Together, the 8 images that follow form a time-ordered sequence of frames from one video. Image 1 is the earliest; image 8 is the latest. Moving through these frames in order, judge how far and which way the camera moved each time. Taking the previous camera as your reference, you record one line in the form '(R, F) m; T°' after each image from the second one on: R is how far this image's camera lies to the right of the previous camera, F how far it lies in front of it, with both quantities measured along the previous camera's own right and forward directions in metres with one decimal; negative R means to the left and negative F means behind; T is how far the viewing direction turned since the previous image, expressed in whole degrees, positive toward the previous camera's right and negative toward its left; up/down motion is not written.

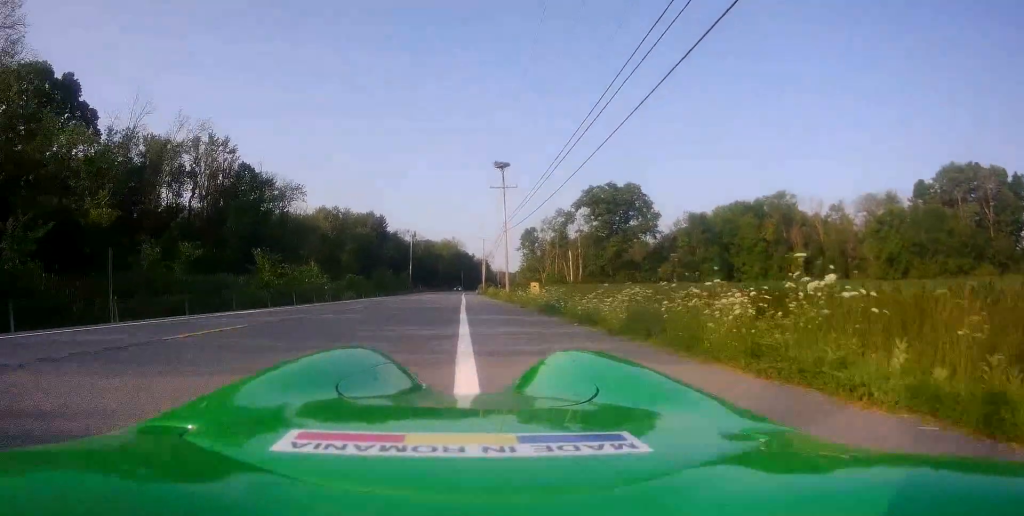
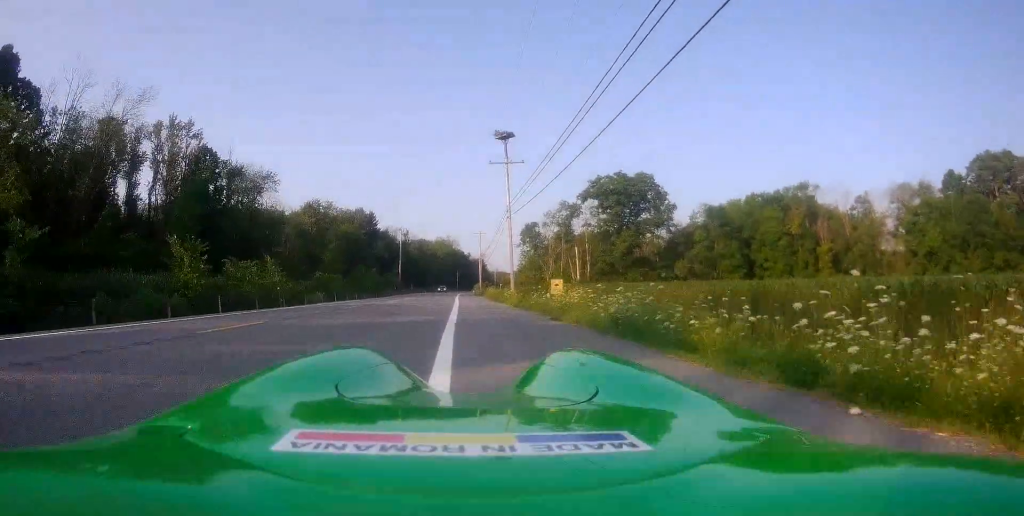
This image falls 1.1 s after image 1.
(-0.1, +10.8) m; 0°
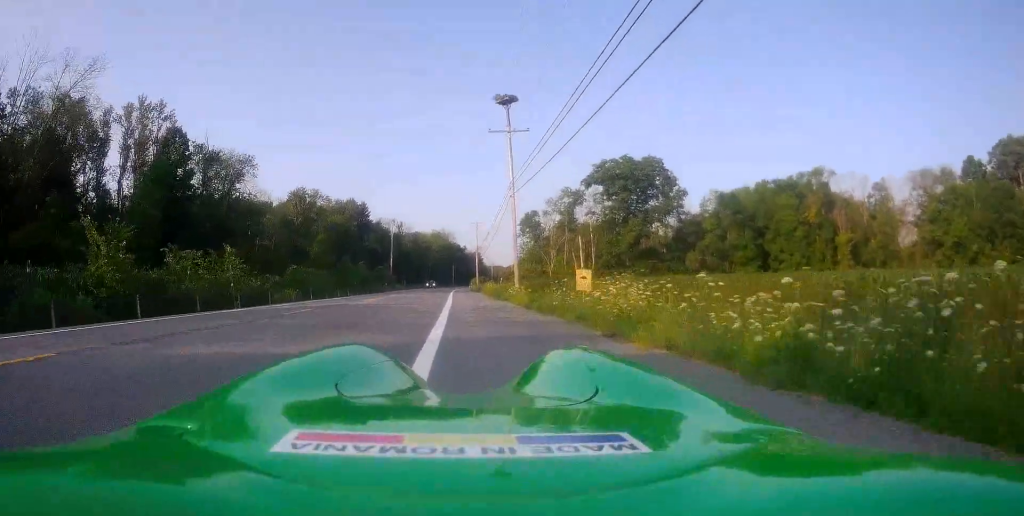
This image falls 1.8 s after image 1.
(+0.1, +6.6) m; 0°
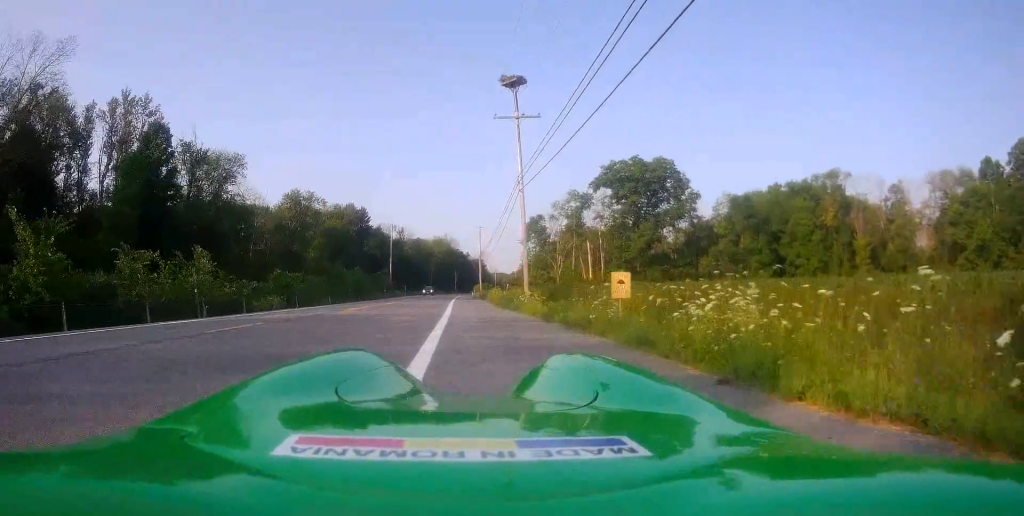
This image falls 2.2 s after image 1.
(+0.1, +4.1) m; 0°
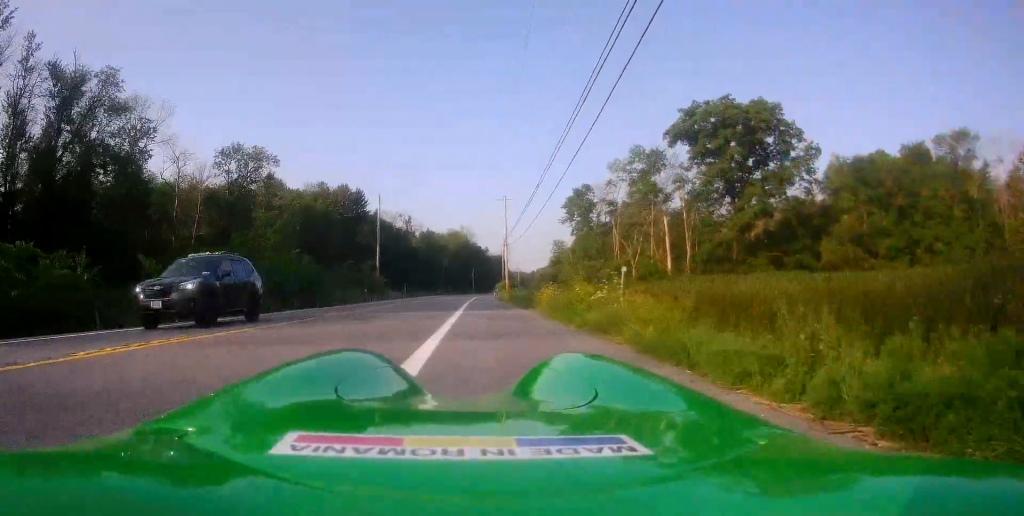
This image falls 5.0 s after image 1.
(-1.0, +28.0) m; -2°
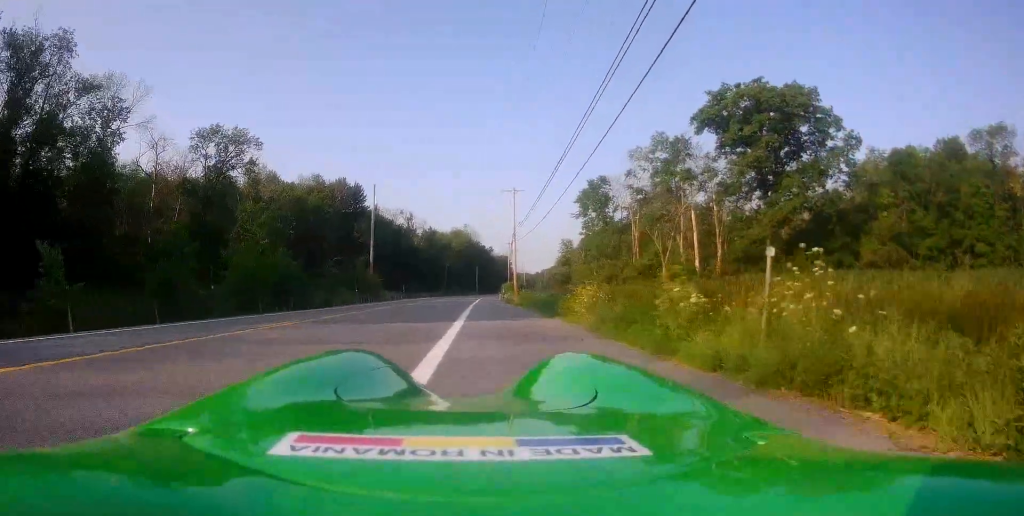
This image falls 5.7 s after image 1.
(+0.1, +6.5) m; +1°
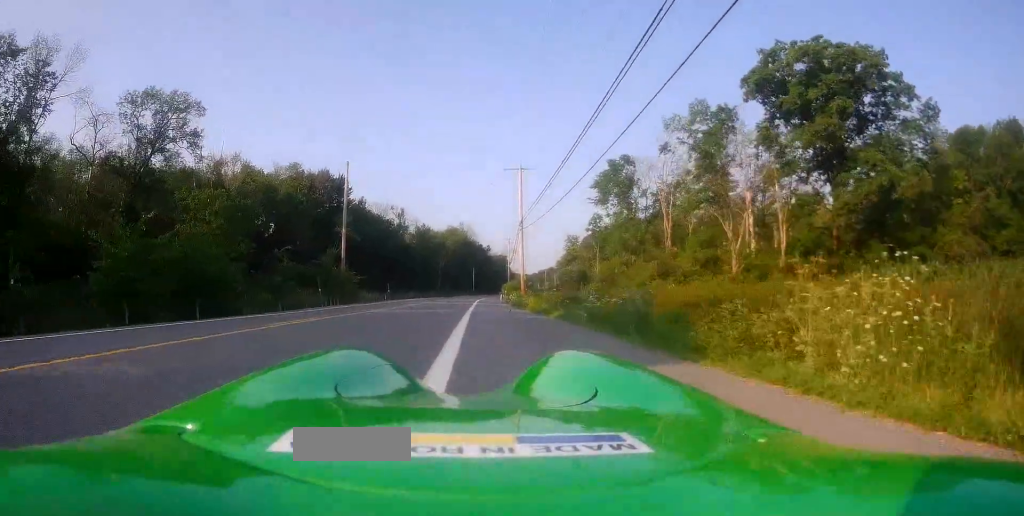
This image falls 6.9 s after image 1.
(0.0, +11.9) m; -1°
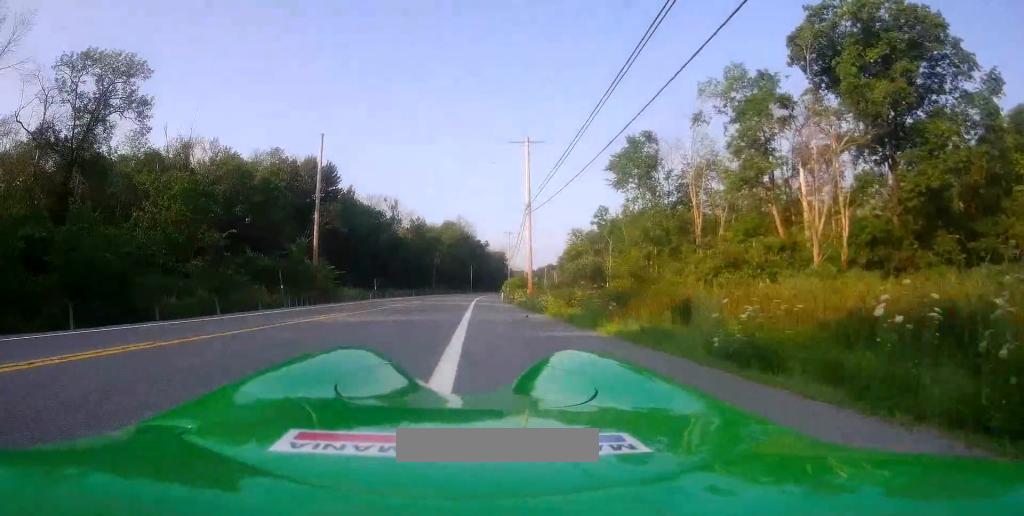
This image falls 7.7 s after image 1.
(-0.1, +7.7) m; 0°
